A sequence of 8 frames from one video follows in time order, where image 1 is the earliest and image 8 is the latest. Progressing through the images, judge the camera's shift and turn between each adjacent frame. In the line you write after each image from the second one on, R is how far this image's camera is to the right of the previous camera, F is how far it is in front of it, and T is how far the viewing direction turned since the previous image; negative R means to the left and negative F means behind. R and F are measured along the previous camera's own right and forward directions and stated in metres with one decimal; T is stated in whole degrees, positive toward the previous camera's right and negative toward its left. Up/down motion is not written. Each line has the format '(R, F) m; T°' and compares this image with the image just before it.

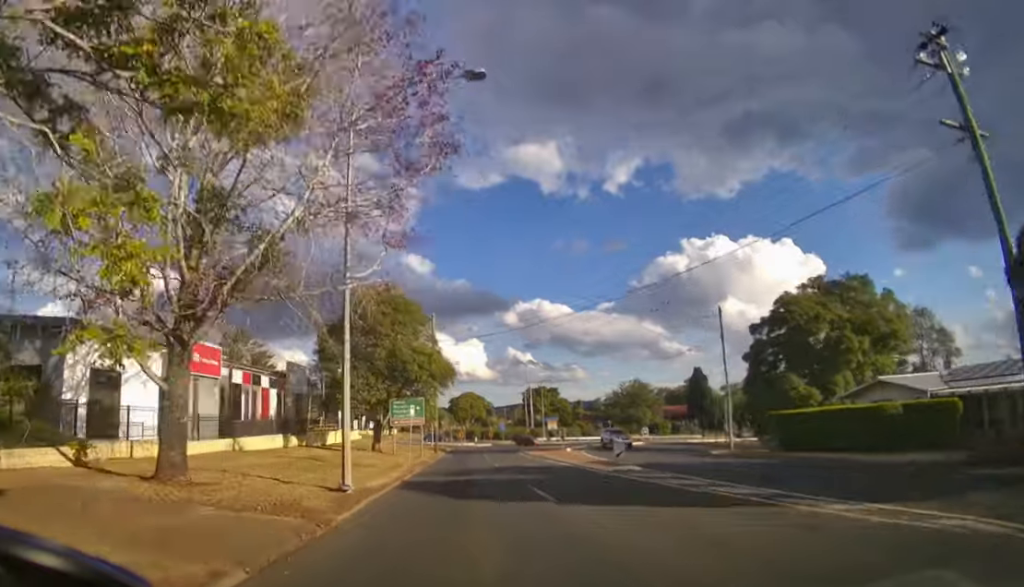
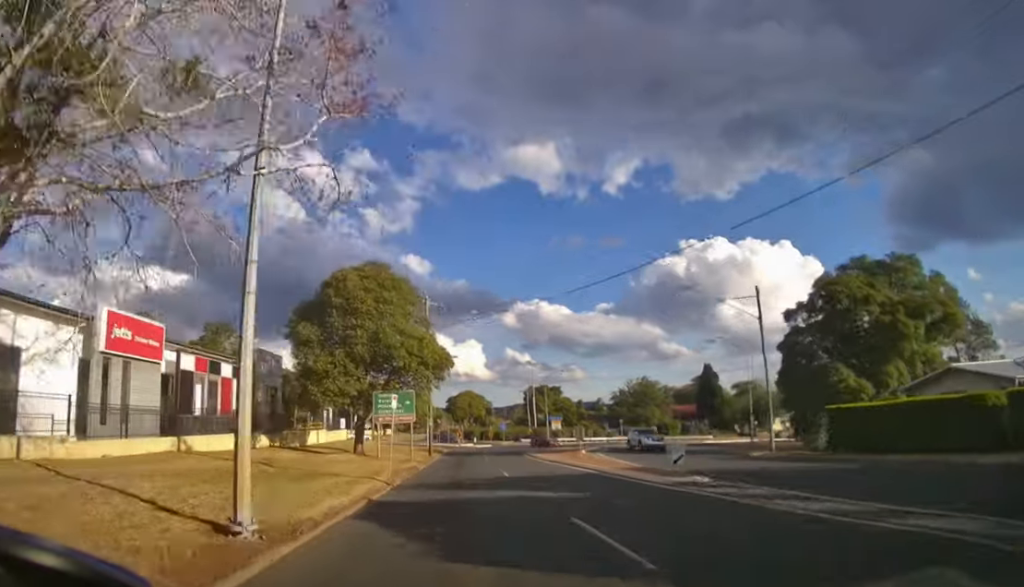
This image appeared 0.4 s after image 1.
(0.0, +6.2) m; 0°
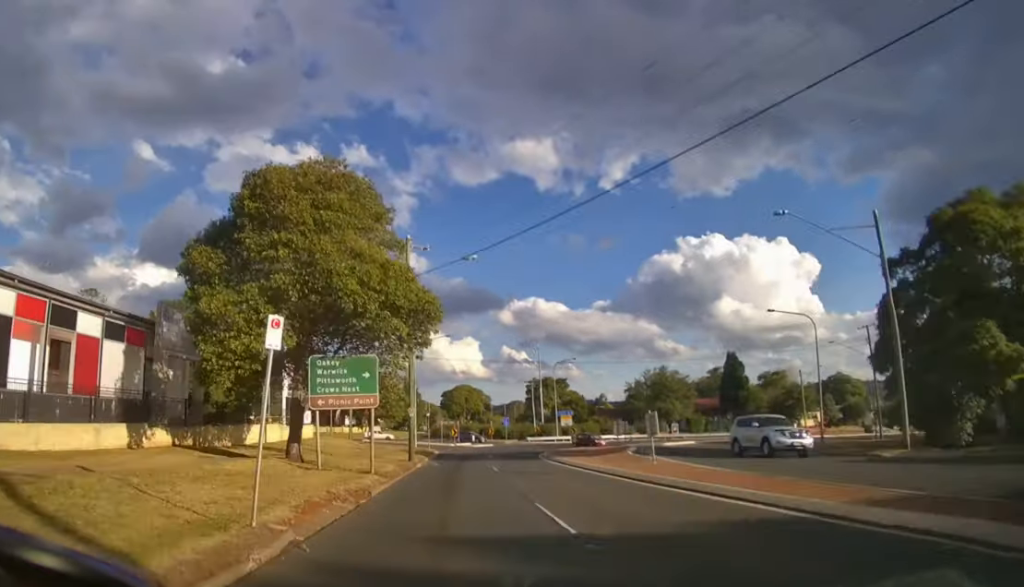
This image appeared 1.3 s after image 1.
(0.0, +13.5) m; 0°
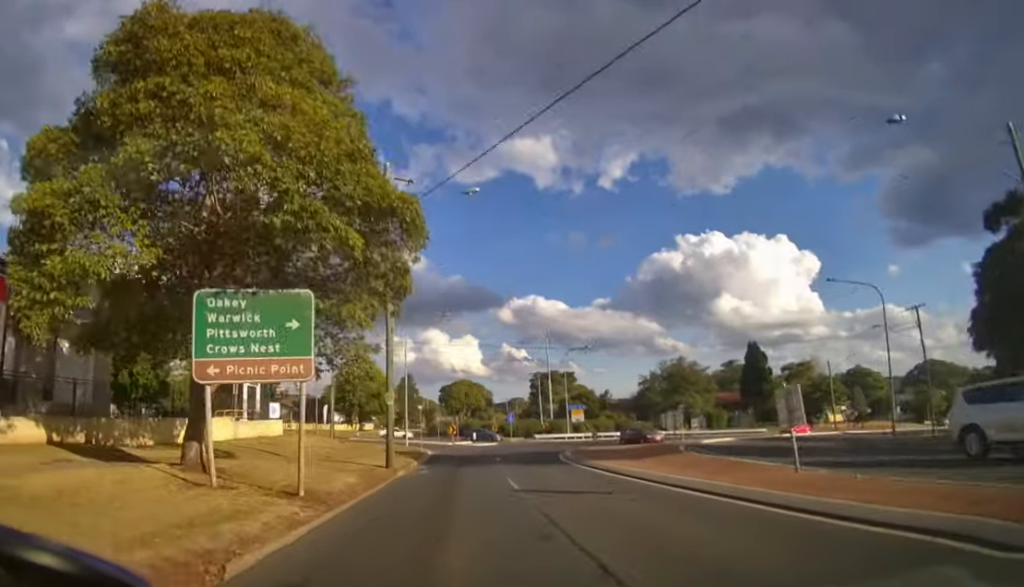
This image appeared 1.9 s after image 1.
(0.0, +7.4) m; 0°
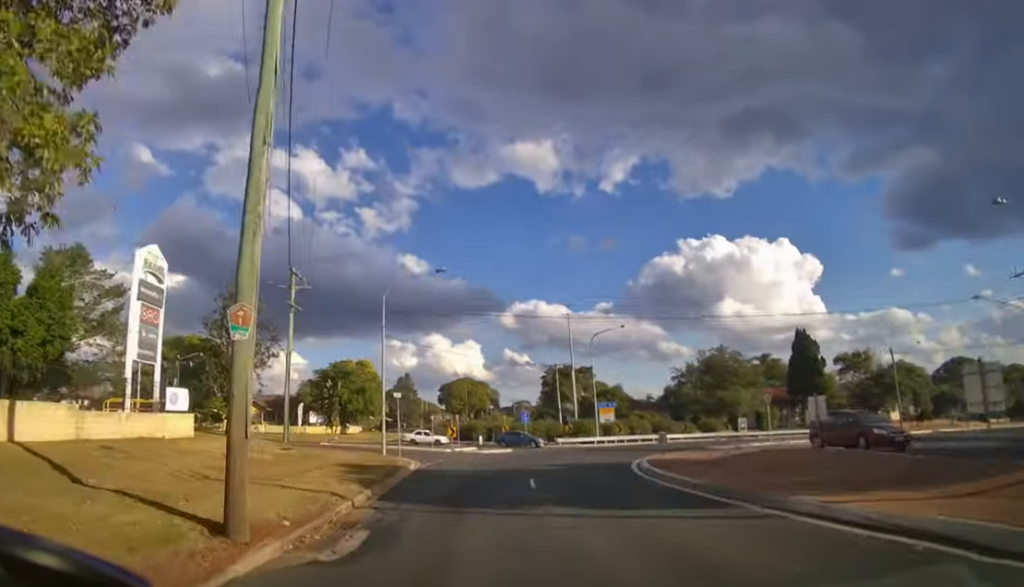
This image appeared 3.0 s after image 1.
(0.0, +11.8) m; 0°
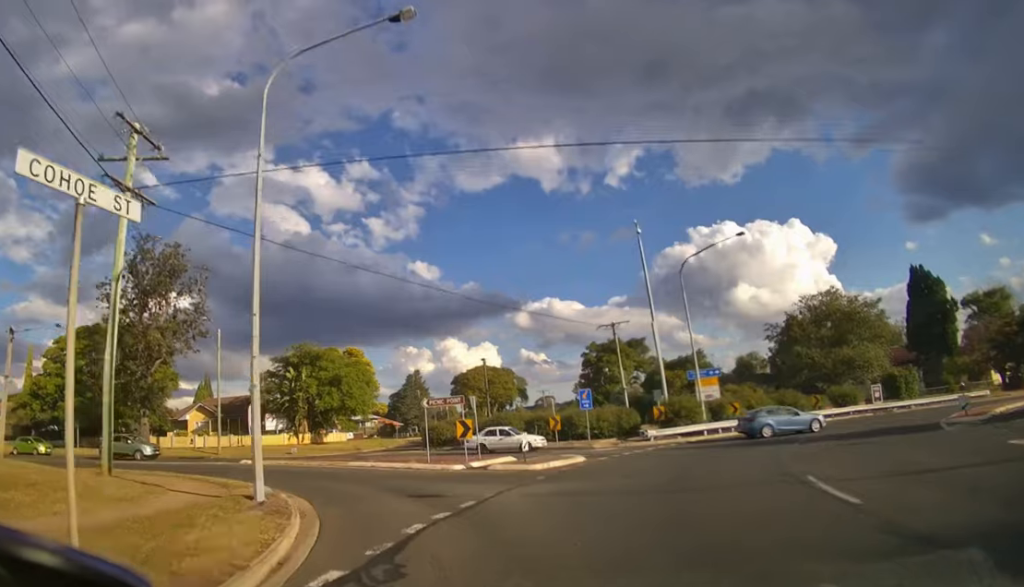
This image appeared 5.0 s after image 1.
(-0.1, +18.3) m; -3°
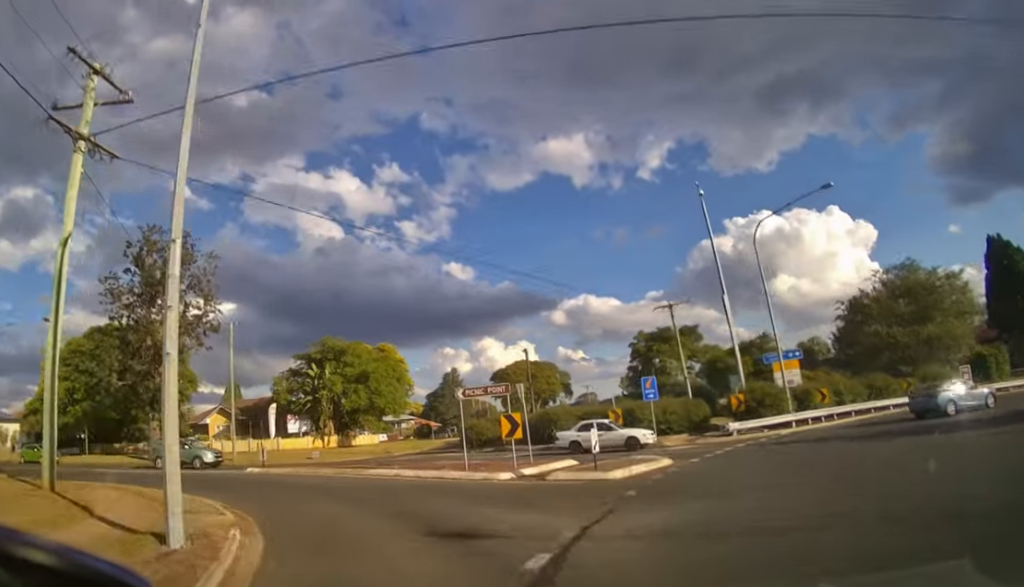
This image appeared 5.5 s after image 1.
(-0.1, +4.5) m; -5°
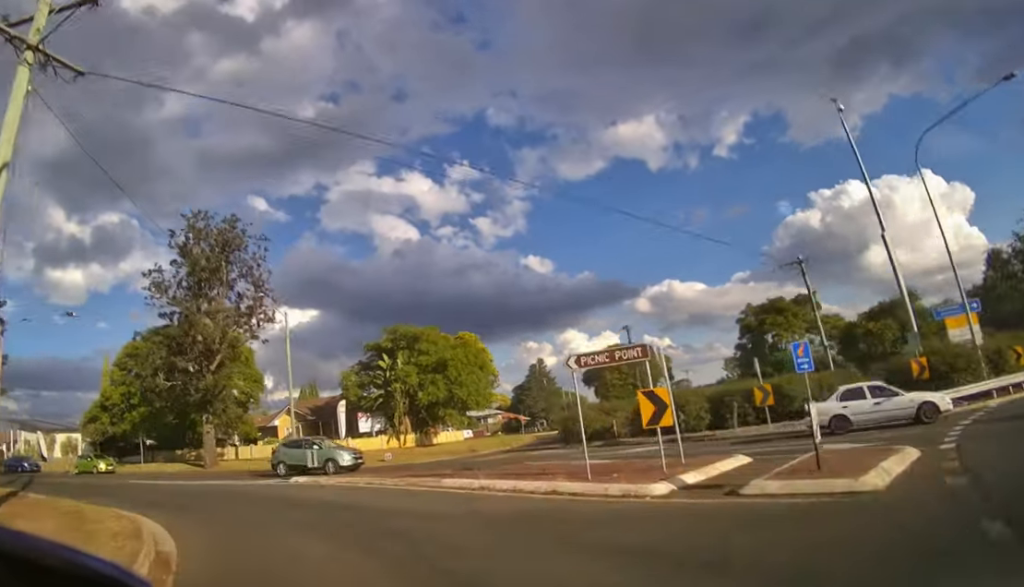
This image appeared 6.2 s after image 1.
(0.0, +5.3) m; -9°
